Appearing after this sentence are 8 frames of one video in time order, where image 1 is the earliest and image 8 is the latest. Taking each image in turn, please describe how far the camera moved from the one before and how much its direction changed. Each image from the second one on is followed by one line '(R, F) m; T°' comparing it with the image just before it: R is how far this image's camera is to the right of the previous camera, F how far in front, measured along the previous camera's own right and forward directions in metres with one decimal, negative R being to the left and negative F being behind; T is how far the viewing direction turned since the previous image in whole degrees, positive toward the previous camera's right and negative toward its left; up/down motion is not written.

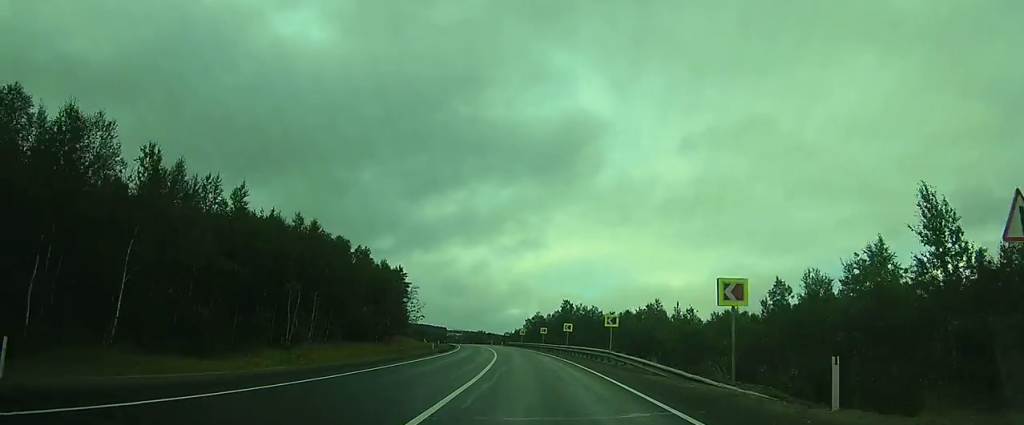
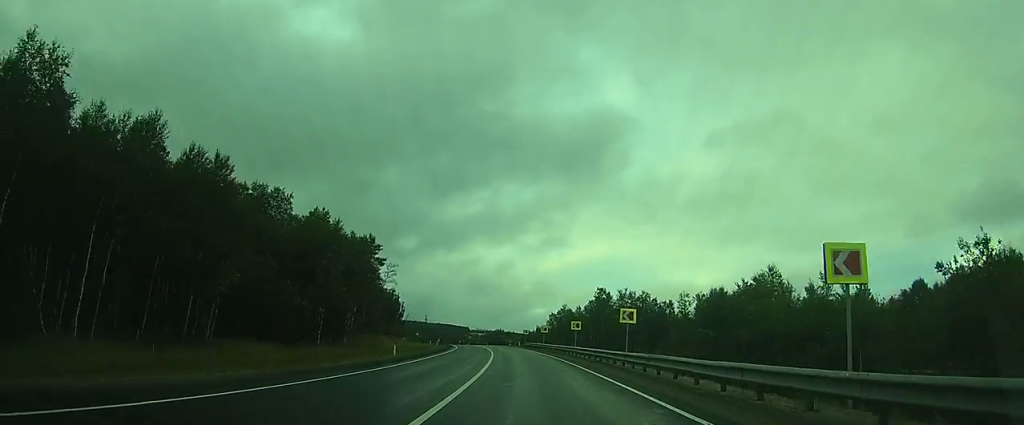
(0.0, +26.0) m; 0°
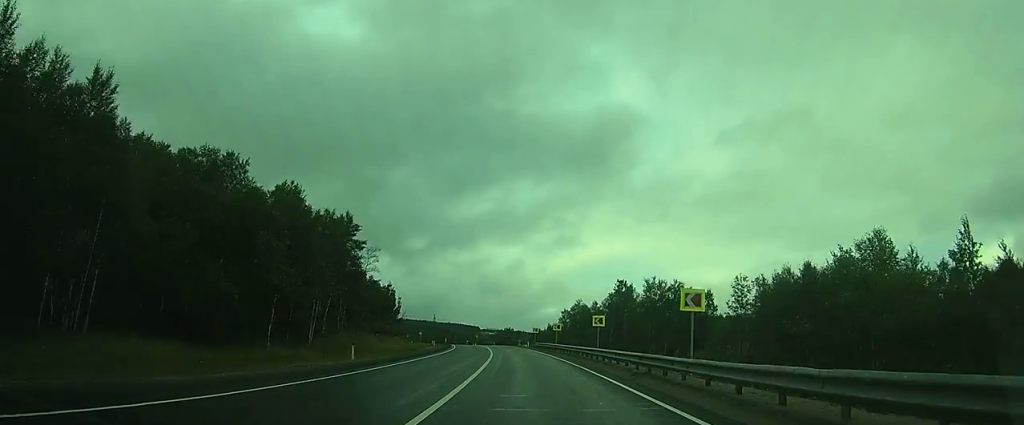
(0.0, +10.9) m; -1°
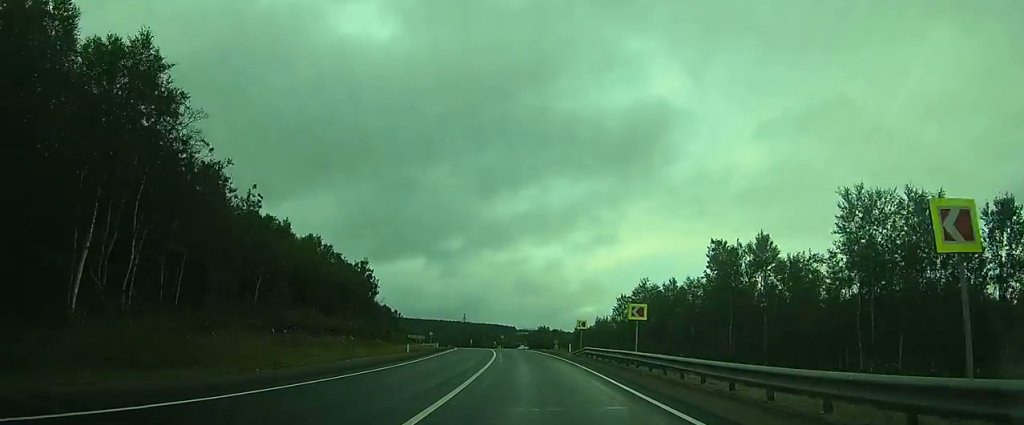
(-1.6, +32.9) m; -7°
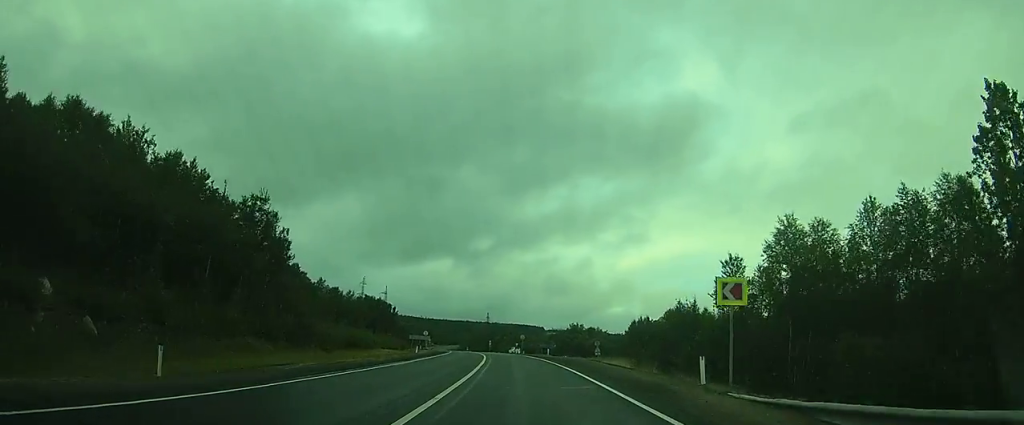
(-1.8, +32.7) m; -4°
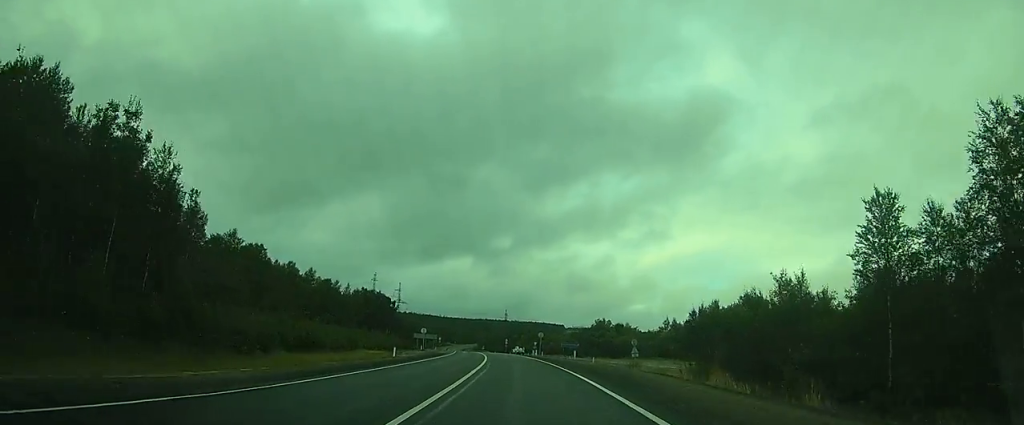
(0.0, +15.9) m; 0°
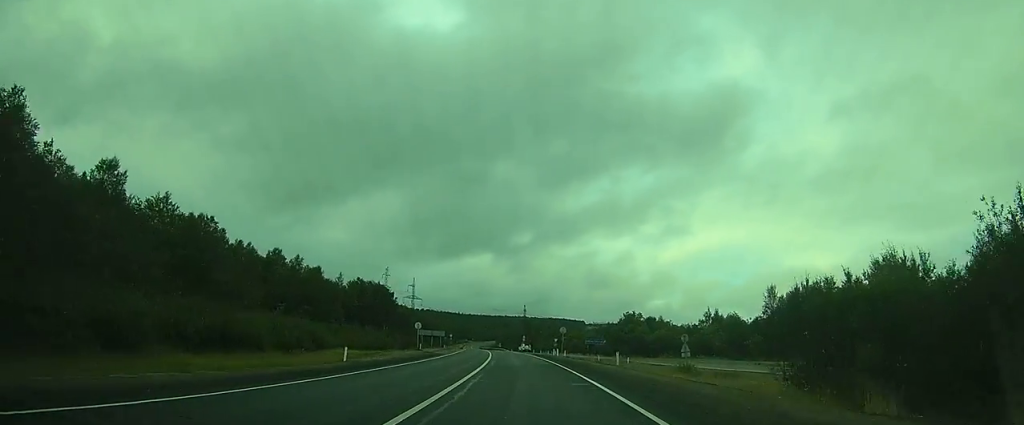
(0.0, +14.5) m; 0°
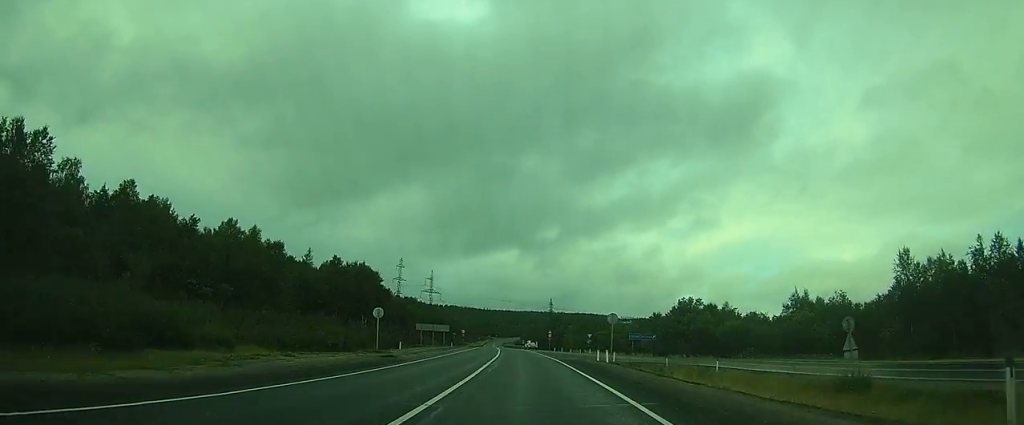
(0.0, +23.1) m; 0°
